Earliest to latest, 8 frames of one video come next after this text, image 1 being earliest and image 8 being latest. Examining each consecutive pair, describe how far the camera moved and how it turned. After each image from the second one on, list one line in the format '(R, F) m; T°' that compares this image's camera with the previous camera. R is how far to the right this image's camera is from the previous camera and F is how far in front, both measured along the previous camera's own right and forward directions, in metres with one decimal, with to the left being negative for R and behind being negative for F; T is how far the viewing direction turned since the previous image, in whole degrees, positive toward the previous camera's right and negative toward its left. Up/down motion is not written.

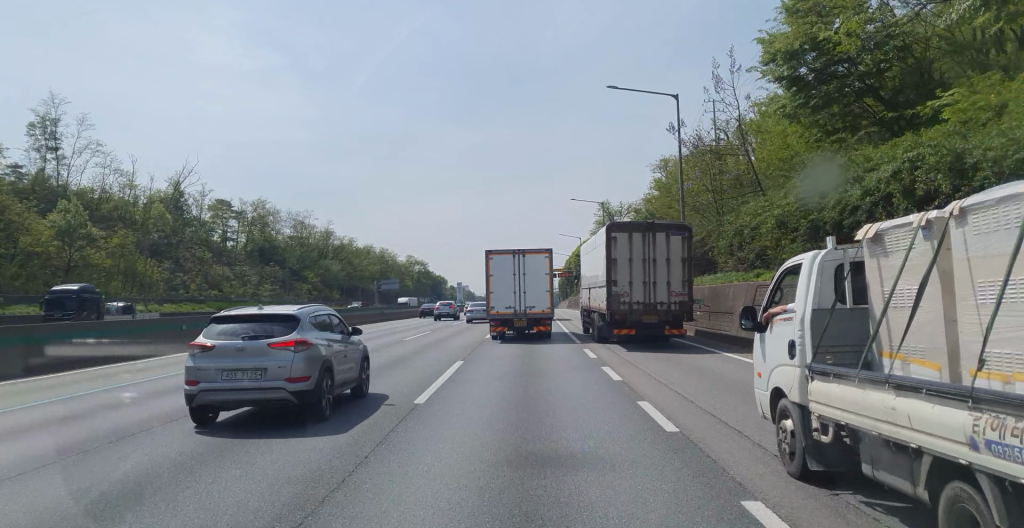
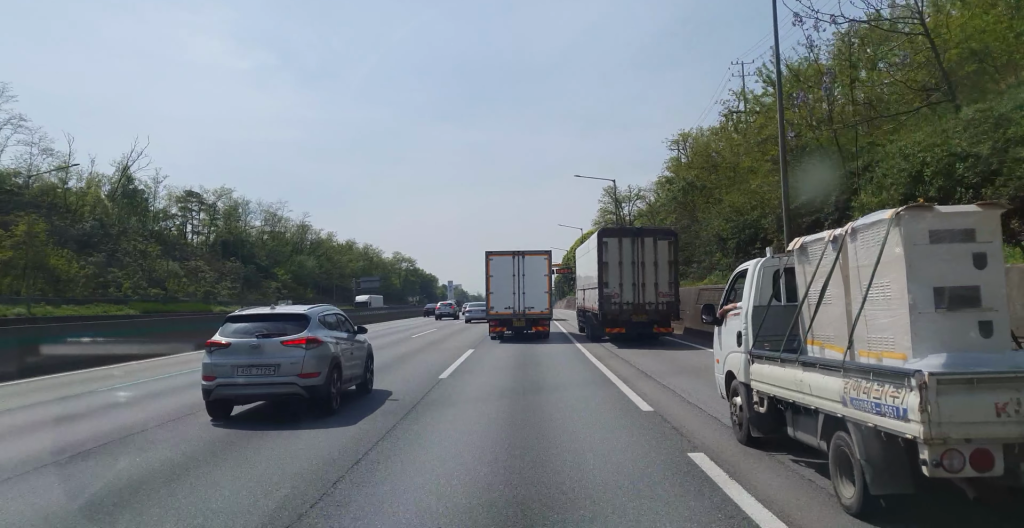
(+0.4, +15.4) m; +1°
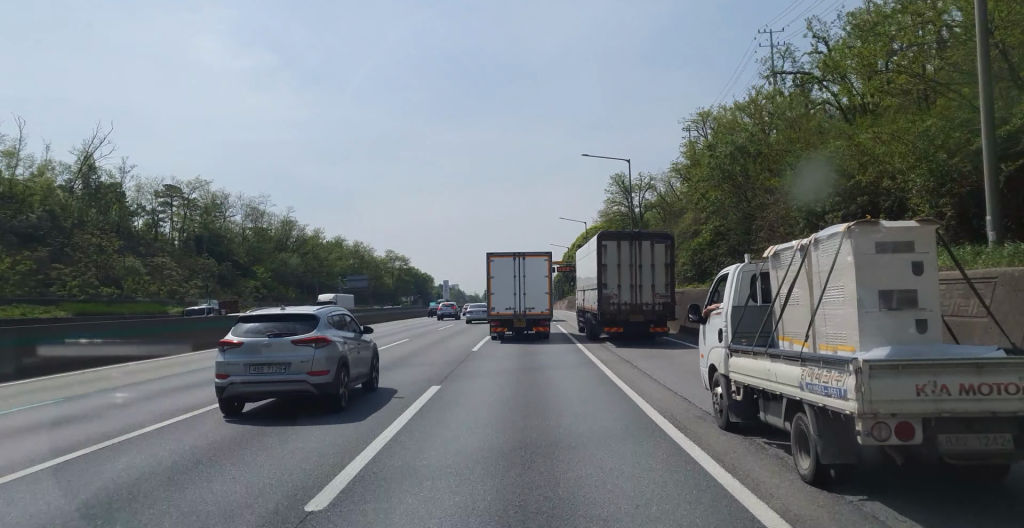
(0.0, +10.3) m; +1°
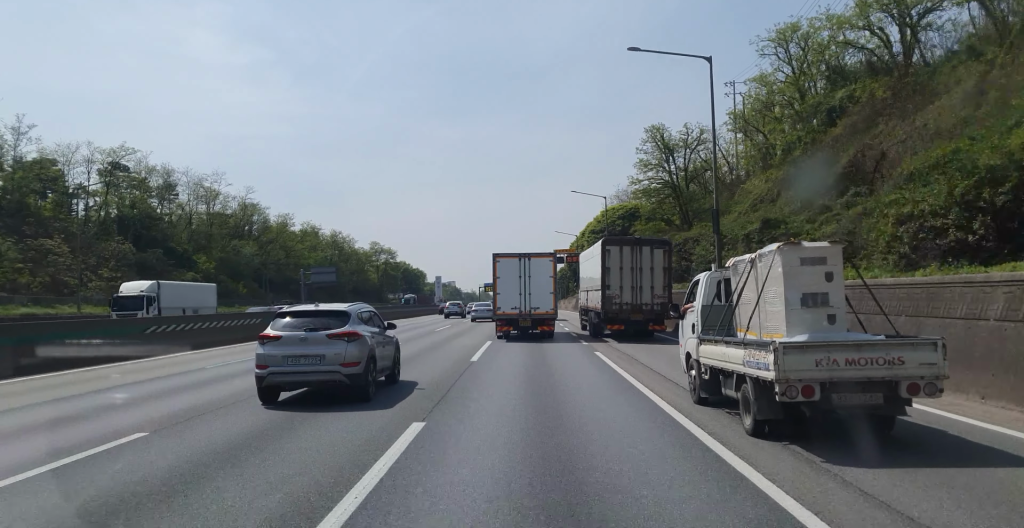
(+0.4, +25.1) m; +2°
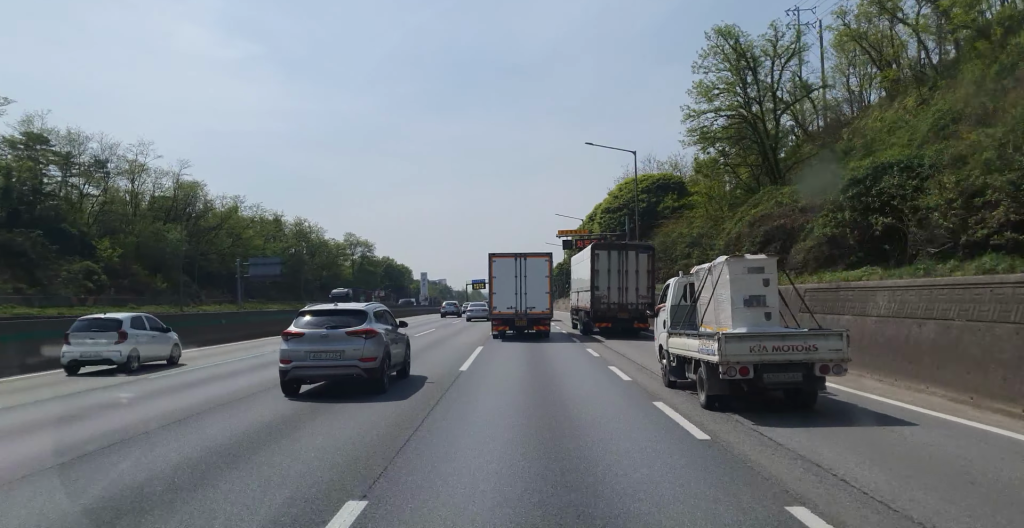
(+0.2, +23.6) m; +1°
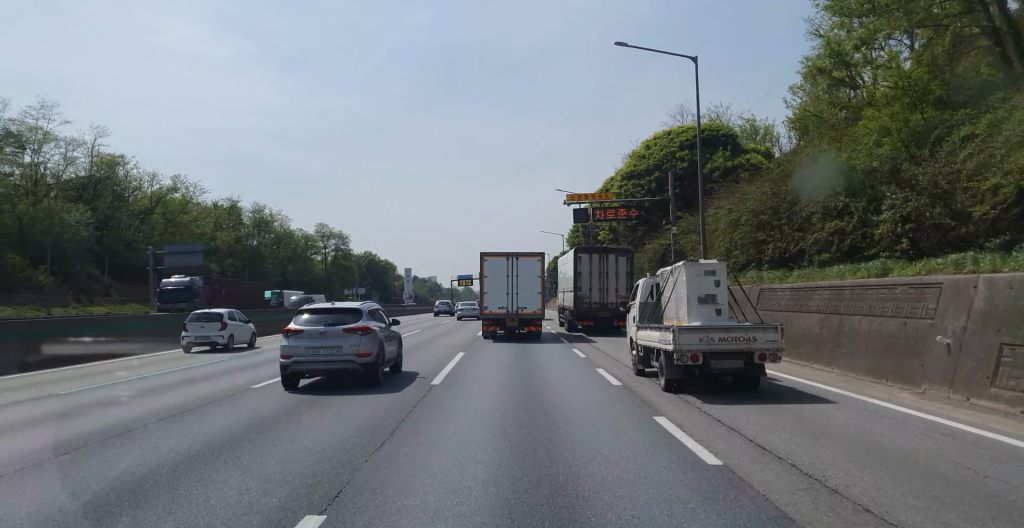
(0.0, +21.4) m; 0°
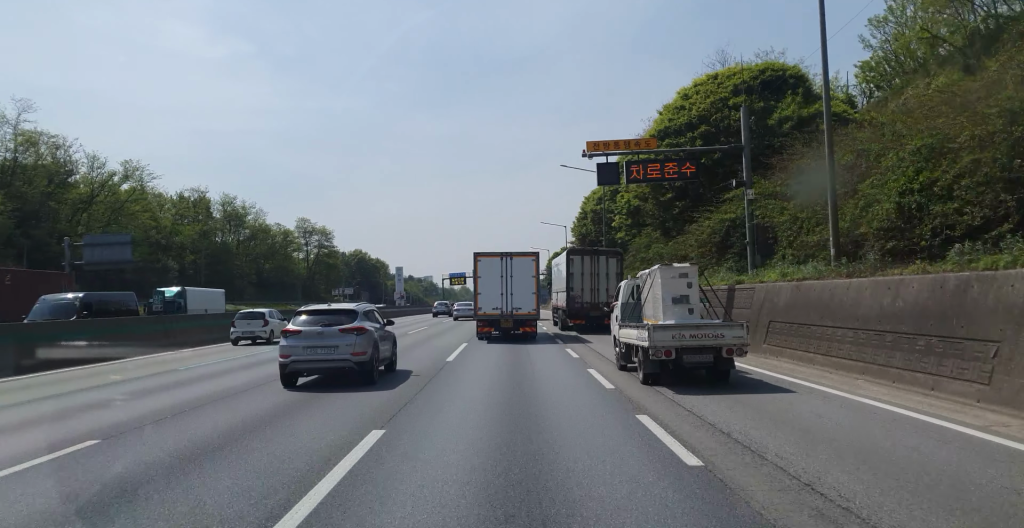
(0.0, +14.8) m; -1°
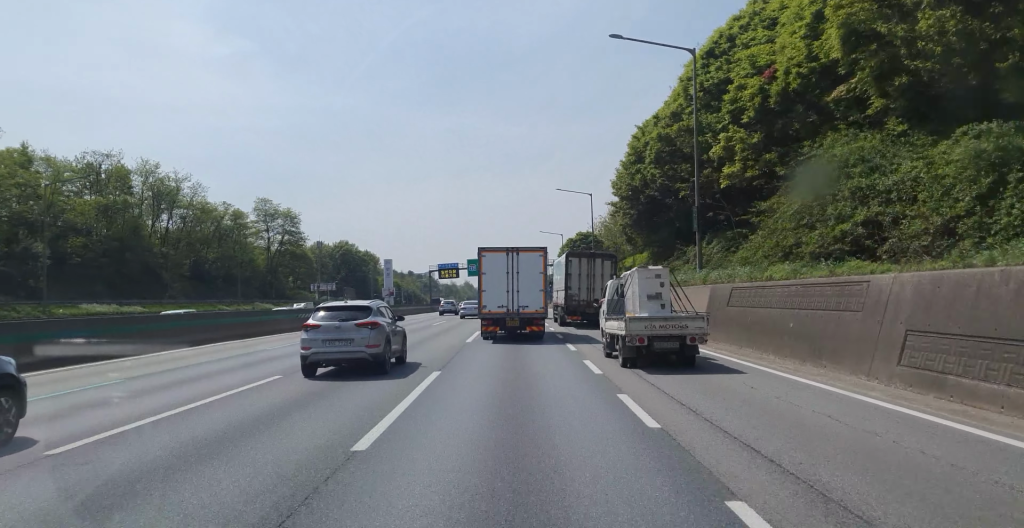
(-0.8, +31.2) m; -3°
